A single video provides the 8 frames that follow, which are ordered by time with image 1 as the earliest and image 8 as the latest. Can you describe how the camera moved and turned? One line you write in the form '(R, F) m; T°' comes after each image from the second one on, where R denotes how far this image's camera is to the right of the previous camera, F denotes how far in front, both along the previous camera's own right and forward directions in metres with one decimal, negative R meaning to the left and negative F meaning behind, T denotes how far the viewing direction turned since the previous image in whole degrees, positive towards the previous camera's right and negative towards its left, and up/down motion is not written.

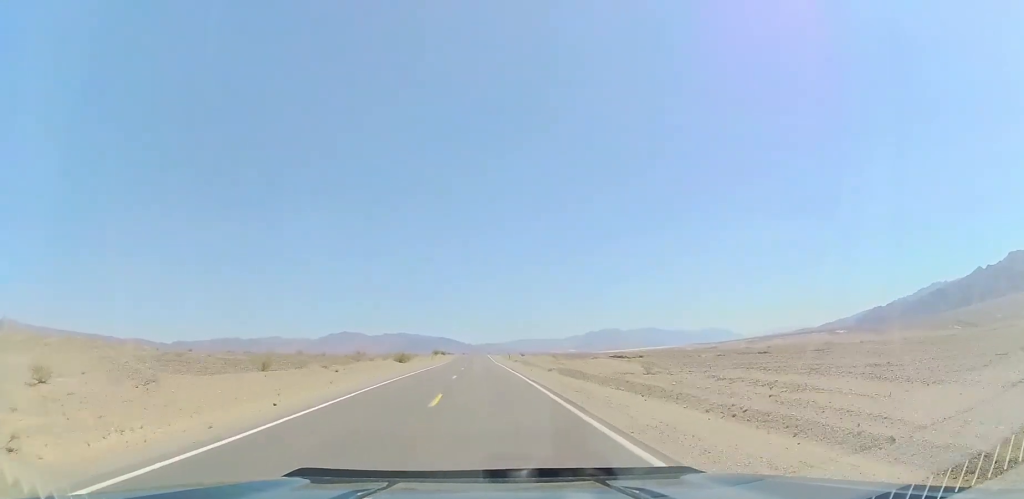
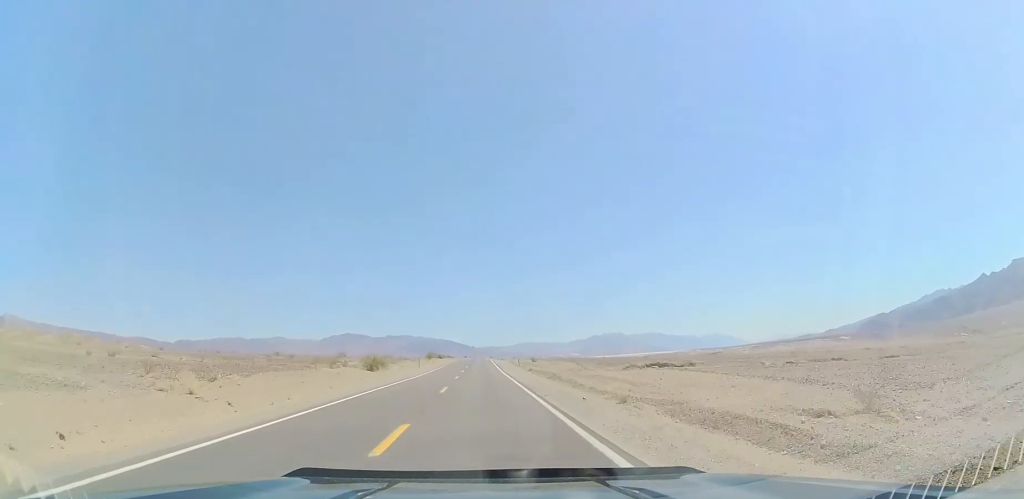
(+0.2, +22.5) m; 0°
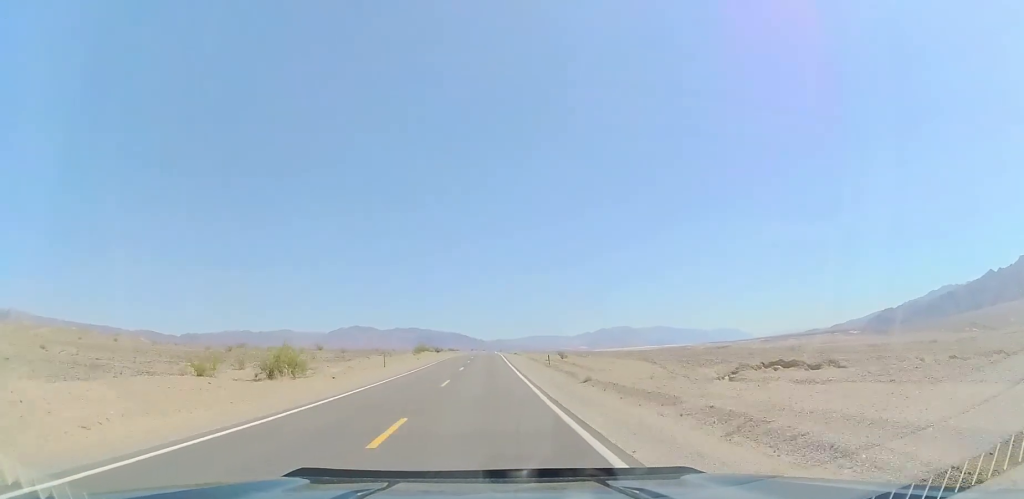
(-0.3, +29.2) m; -1°
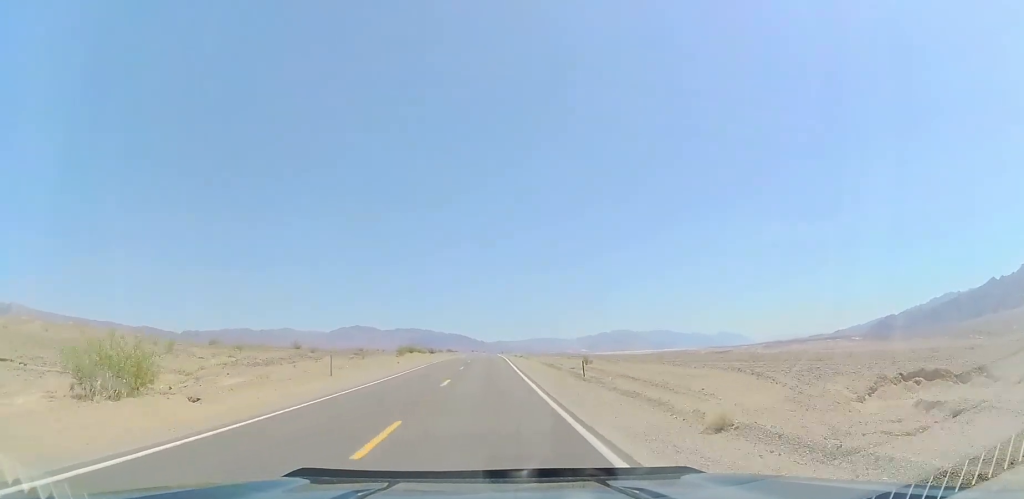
(-0.2, +15.8) m; 0°
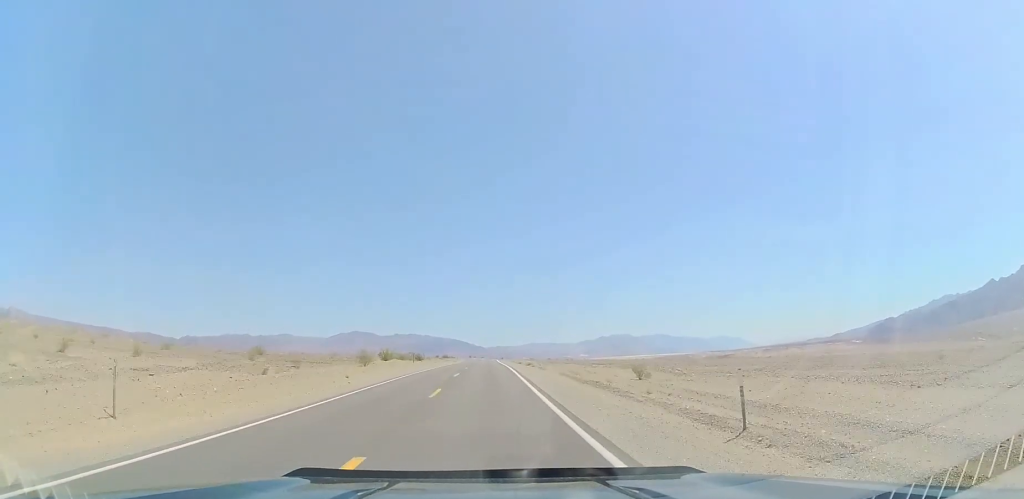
(-0.1, +18.7) m; 0°
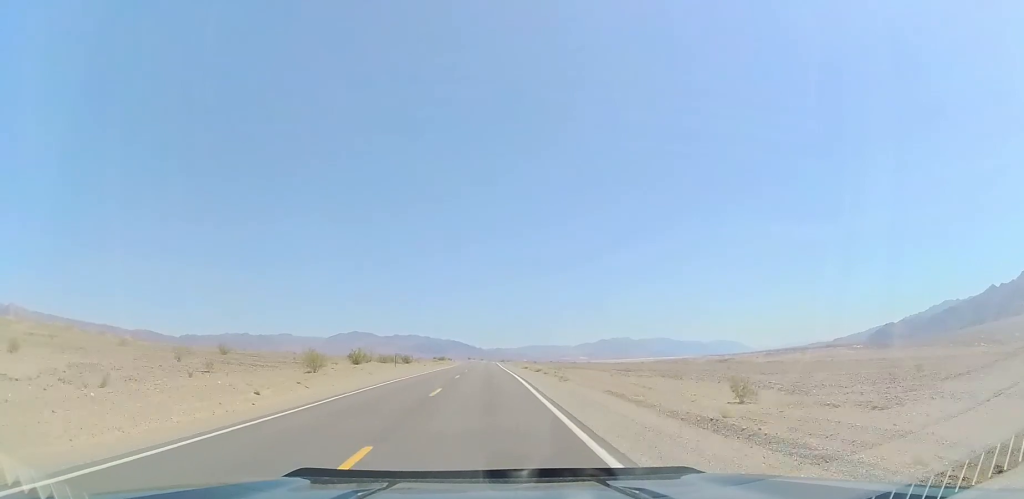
(+0.1, +13.5) m; 0°
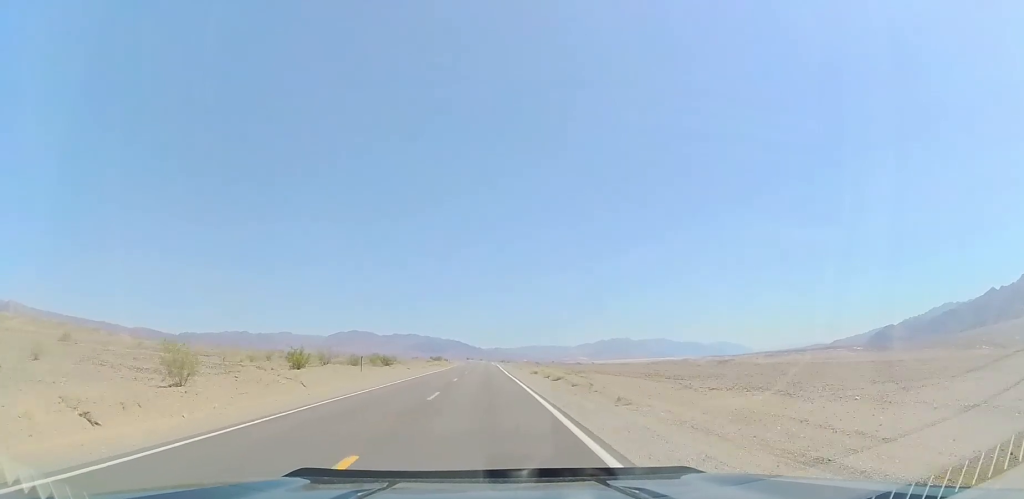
(0.0, +15.4) m; 0°
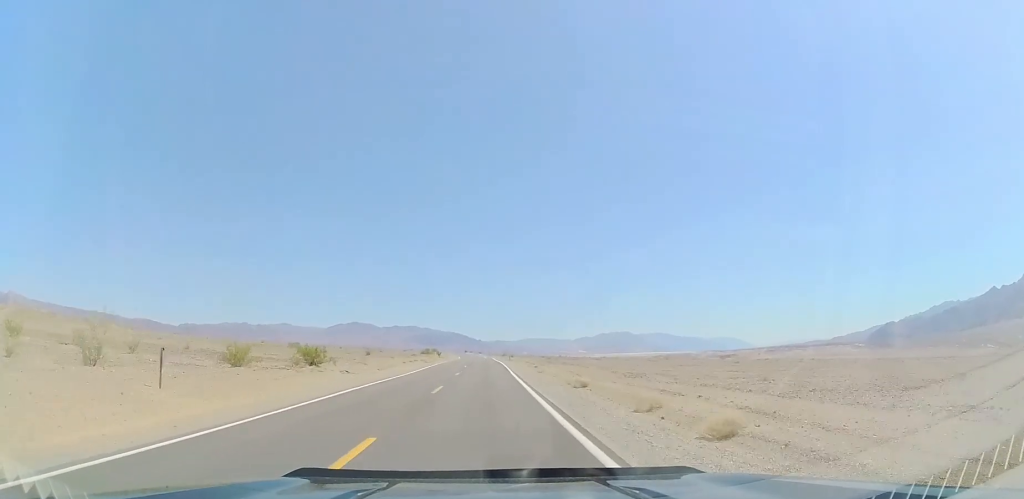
(-0.3, +27.7) m; -1°
